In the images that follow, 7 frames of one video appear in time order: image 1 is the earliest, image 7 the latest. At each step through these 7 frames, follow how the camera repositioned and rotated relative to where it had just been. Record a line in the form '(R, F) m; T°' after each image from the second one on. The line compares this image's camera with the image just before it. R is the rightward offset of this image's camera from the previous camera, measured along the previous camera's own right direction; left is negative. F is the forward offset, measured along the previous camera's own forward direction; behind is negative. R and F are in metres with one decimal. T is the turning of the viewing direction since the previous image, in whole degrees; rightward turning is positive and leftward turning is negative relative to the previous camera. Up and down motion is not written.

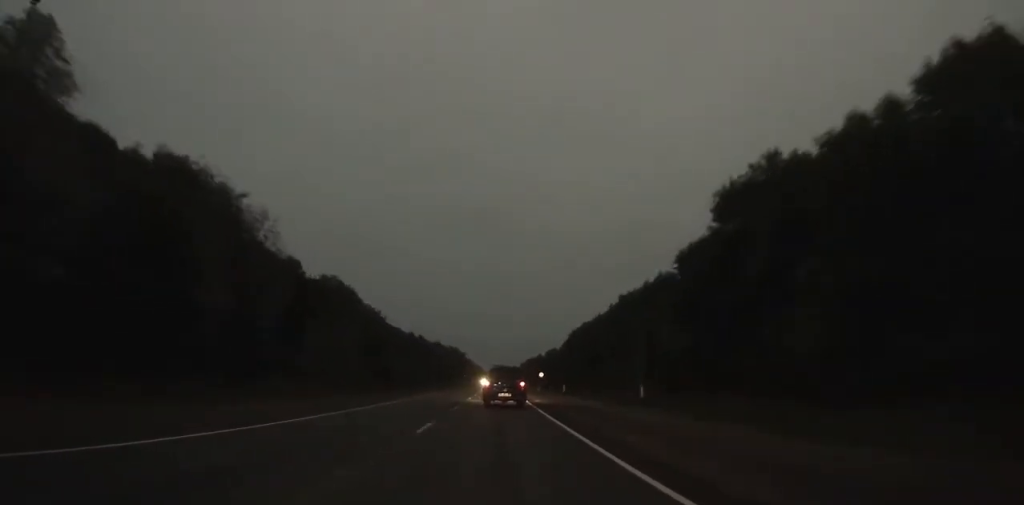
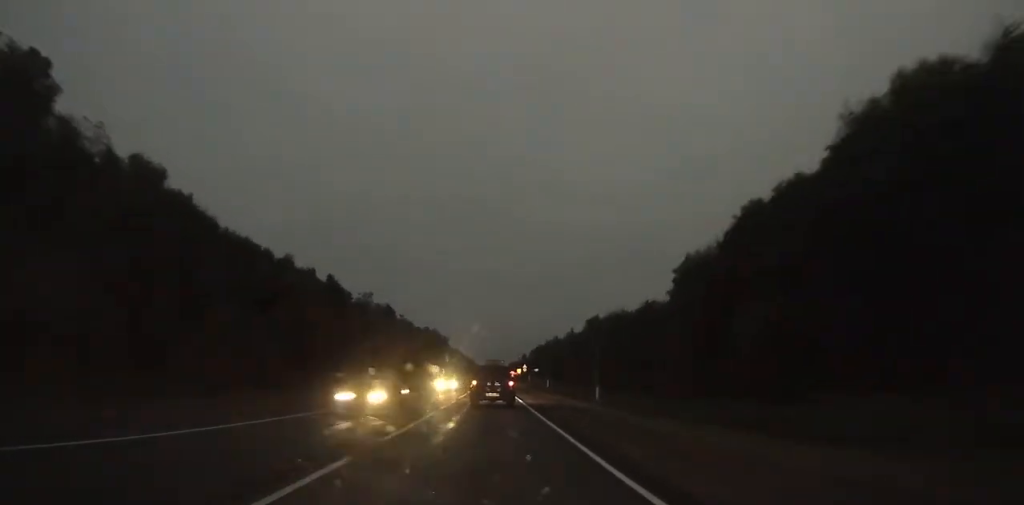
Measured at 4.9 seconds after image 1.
(+1.4, +101.0) m; +1°
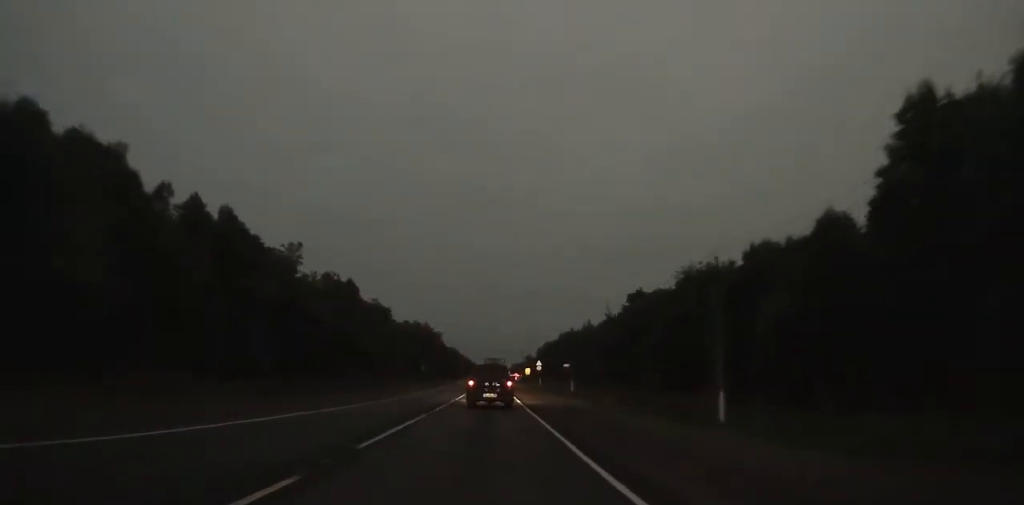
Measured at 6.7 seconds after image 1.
(+0.2, +36.2) m; 0°
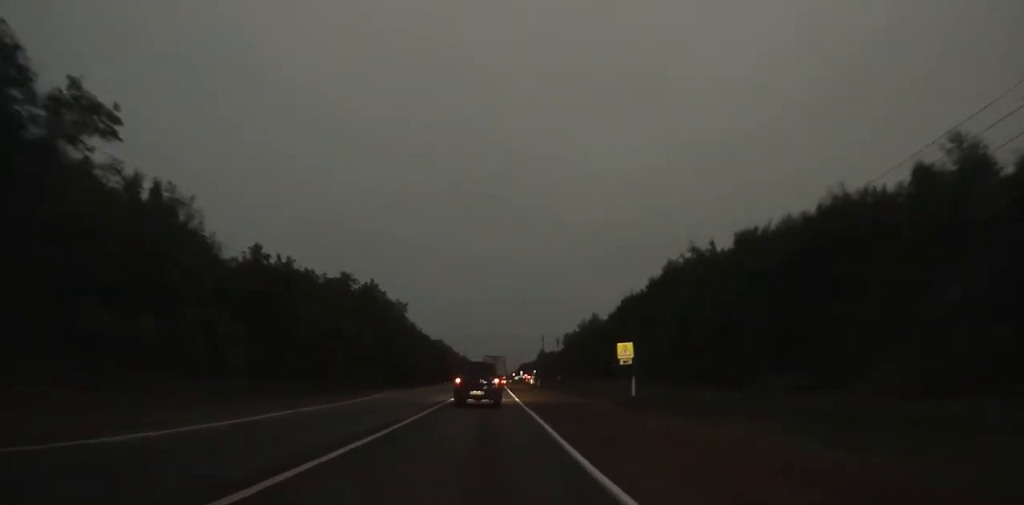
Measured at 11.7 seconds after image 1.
(-1.0, +95.6) m; -1°
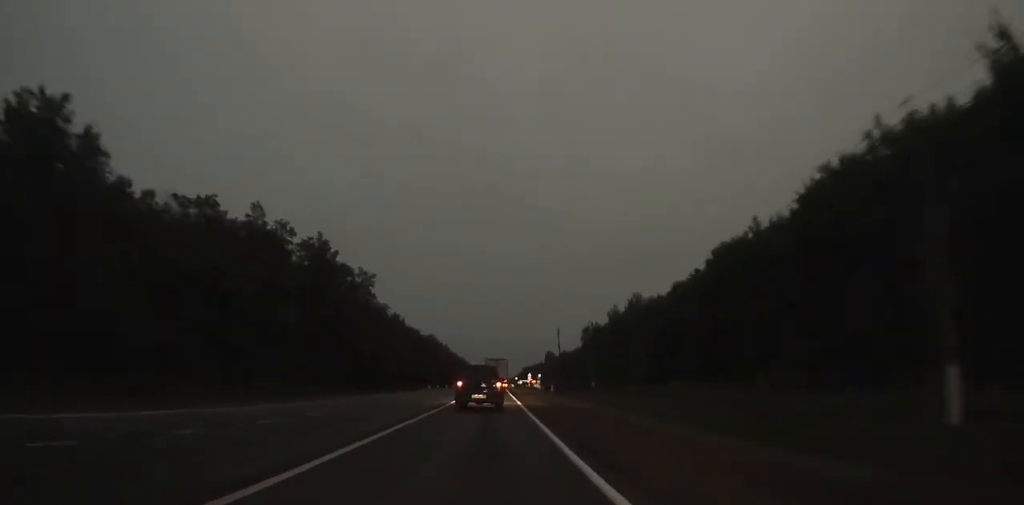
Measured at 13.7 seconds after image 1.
(0.0, +38.1) m; 0°
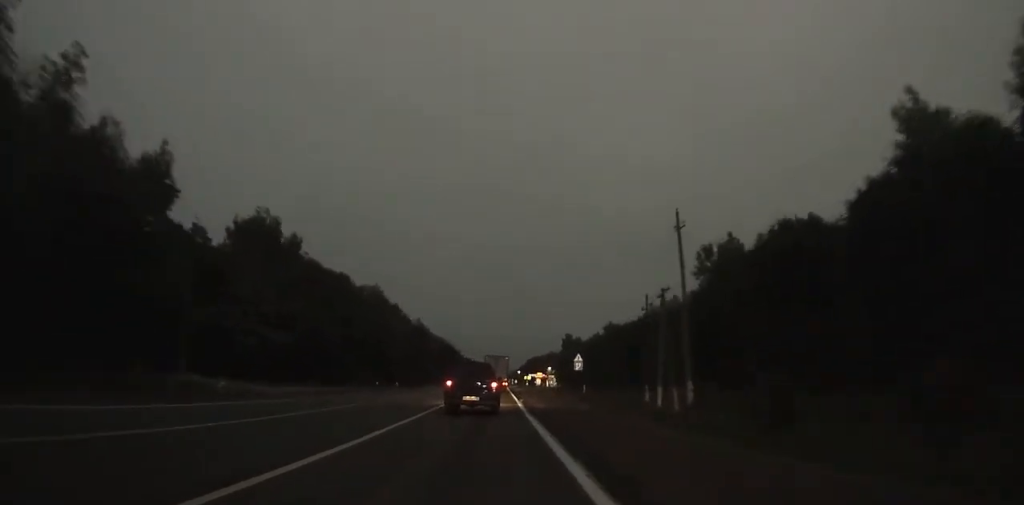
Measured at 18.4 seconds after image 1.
(0.0, +88.6) m; 0°
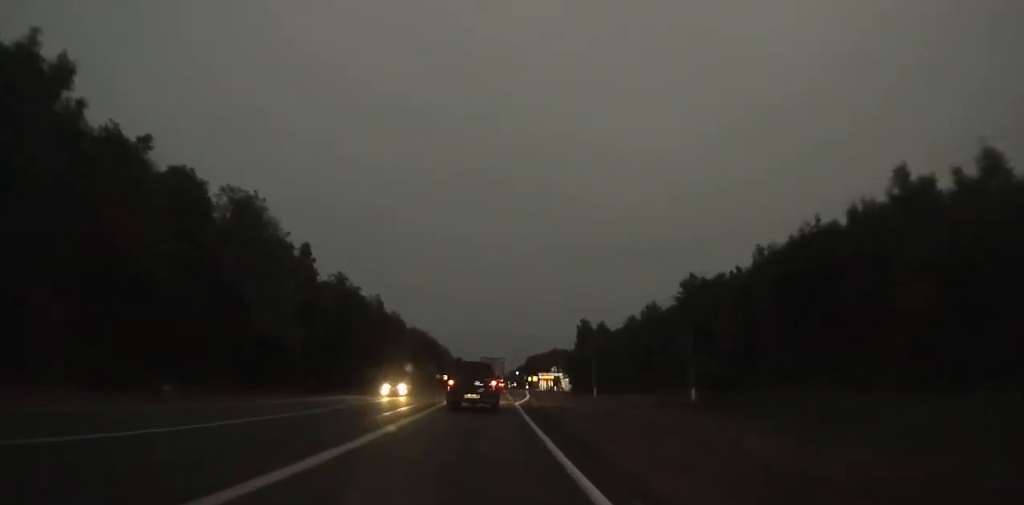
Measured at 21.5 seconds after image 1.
(+0.3, +55.5) m; 0°
